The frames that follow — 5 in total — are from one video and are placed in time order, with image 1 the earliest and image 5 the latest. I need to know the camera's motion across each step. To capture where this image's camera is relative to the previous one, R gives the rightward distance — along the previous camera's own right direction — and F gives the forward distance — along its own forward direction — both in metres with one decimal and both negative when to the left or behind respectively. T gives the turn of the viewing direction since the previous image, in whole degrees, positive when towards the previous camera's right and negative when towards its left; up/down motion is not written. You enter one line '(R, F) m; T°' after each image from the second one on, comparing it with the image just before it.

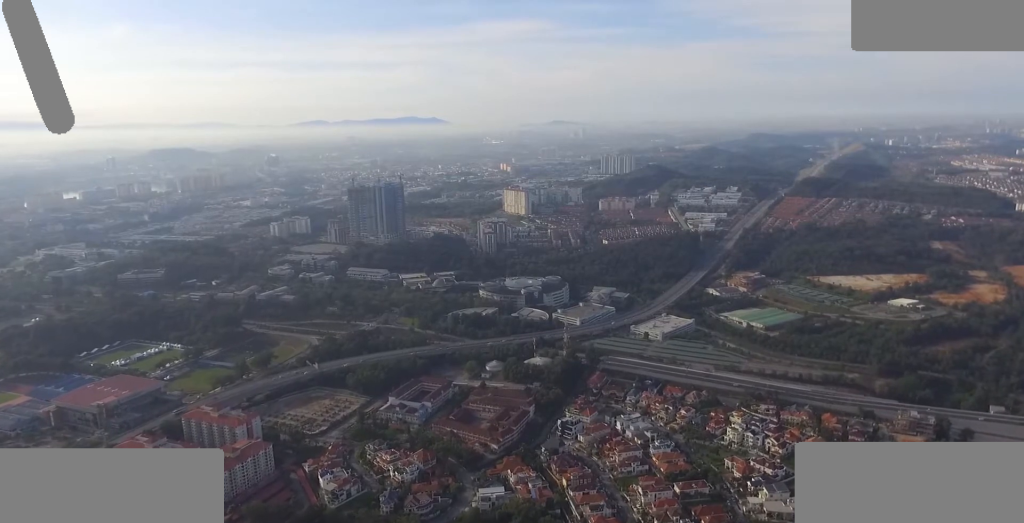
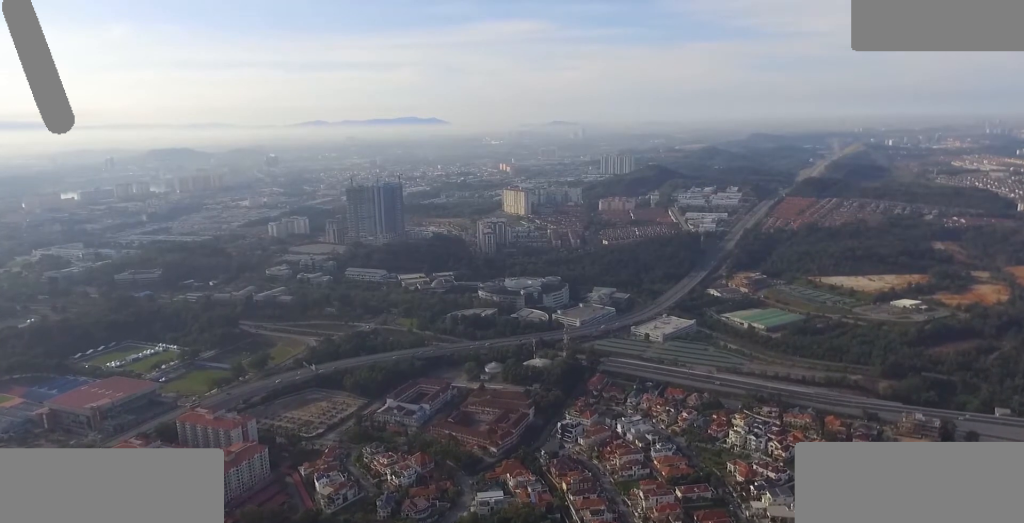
(0.0, +8.8) m; 0°
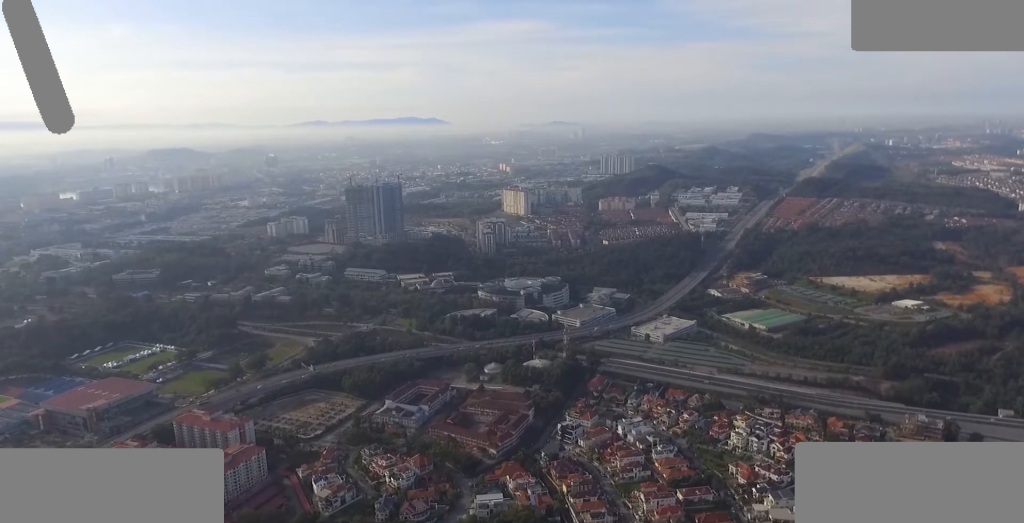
(0.0, +5.2) m; 0°
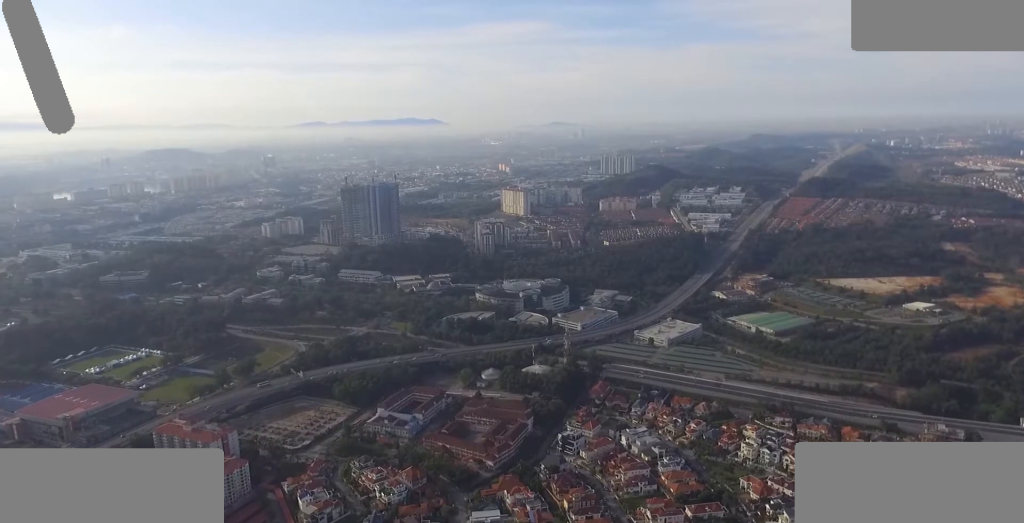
(+0.2, +32.0) m; +1°
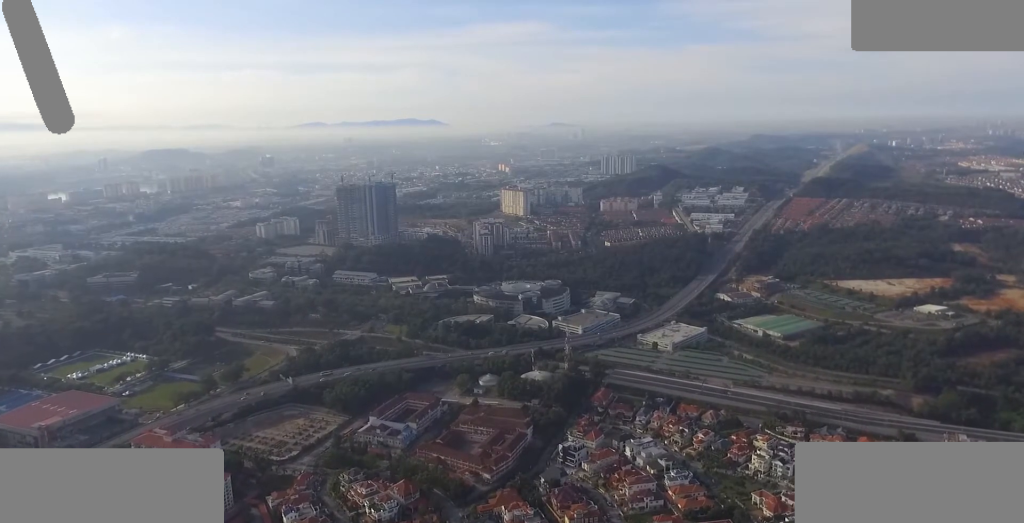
(0.0, +31.2) m; 0°
